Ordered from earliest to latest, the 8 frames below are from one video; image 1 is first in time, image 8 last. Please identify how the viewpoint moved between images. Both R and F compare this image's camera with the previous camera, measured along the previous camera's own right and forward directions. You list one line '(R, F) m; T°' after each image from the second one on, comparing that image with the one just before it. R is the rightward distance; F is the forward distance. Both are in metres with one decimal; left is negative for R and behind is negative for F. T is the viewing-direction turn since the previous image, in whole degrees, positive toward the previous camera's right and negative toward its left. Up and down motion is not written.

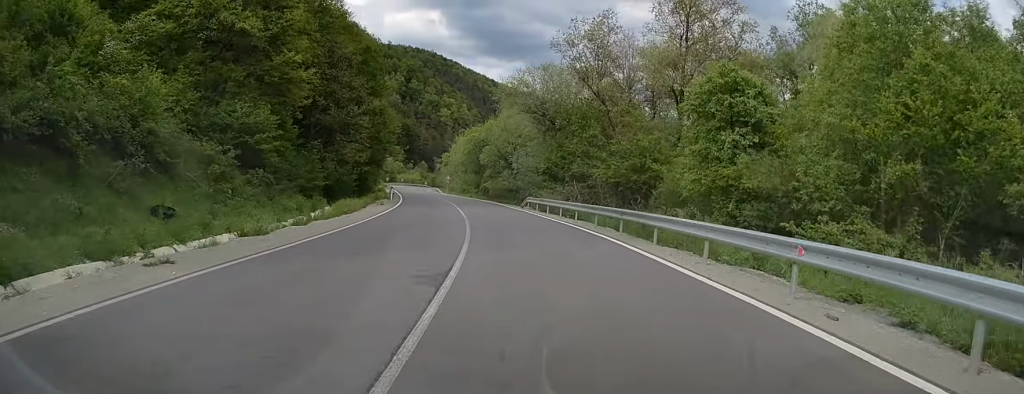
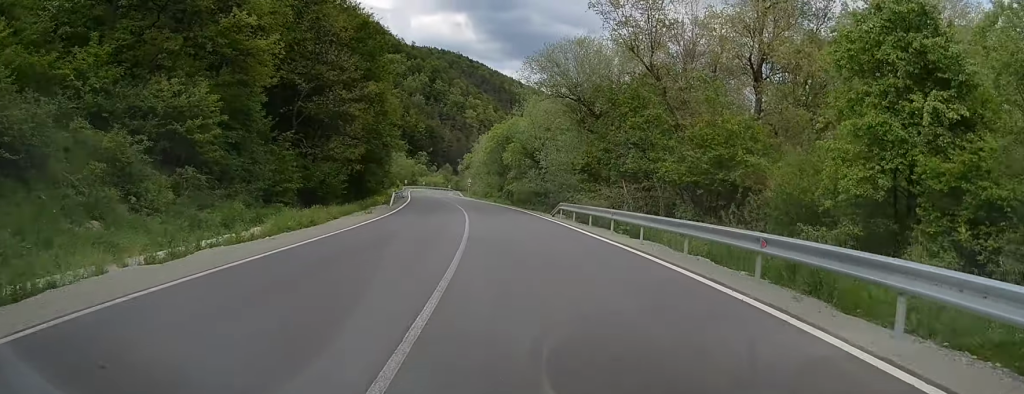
(-0.4, +10.6) m; -2°
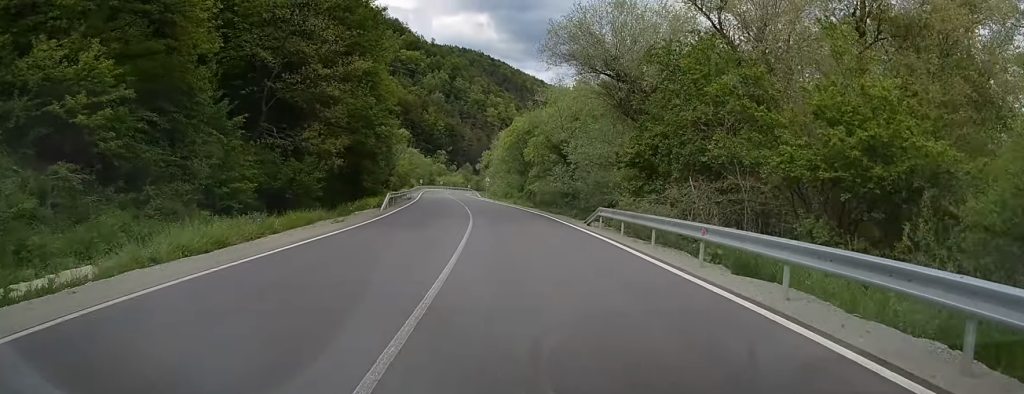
(-0.1, +9.1) m; -2°
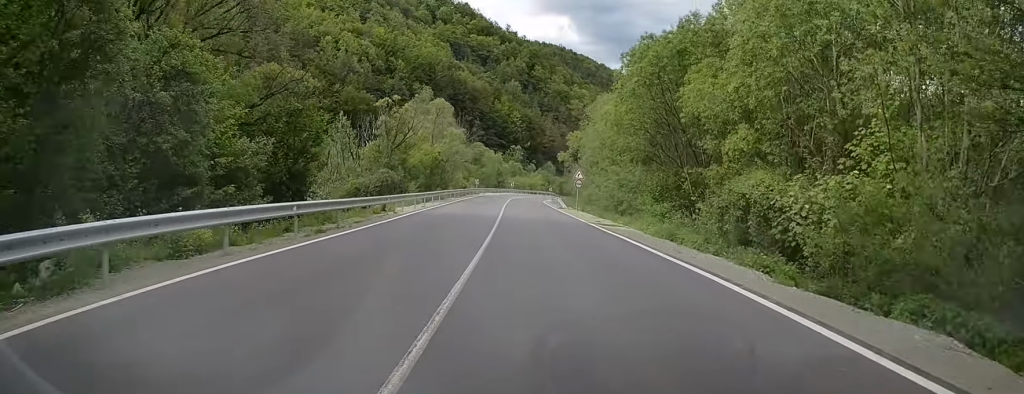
(-2.6, +44.1) m; -7°
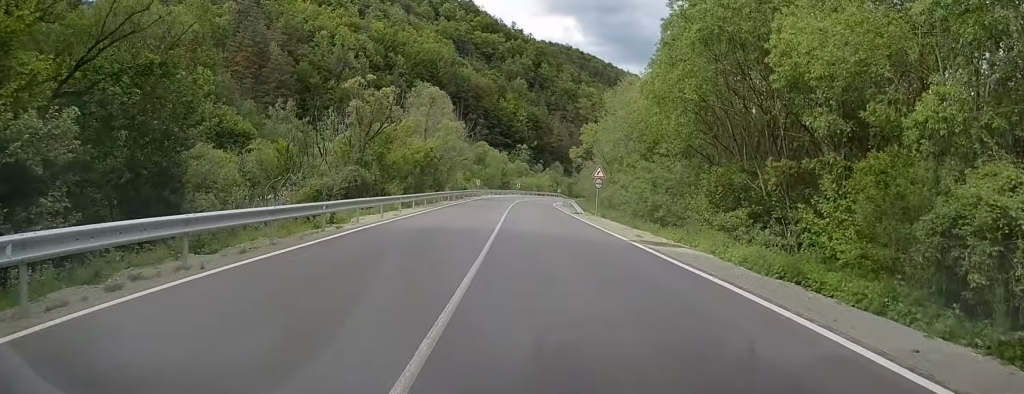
(-0.2, +9.9) m; -1°
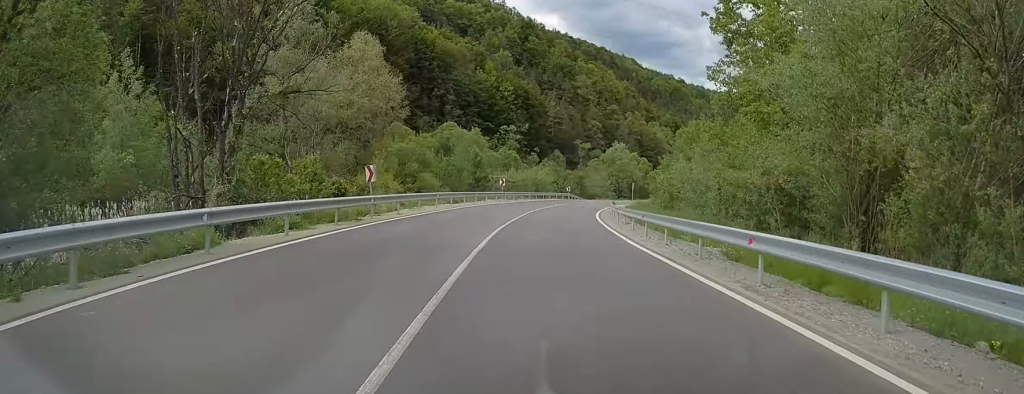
(-0.4, +55.0) m; +1°
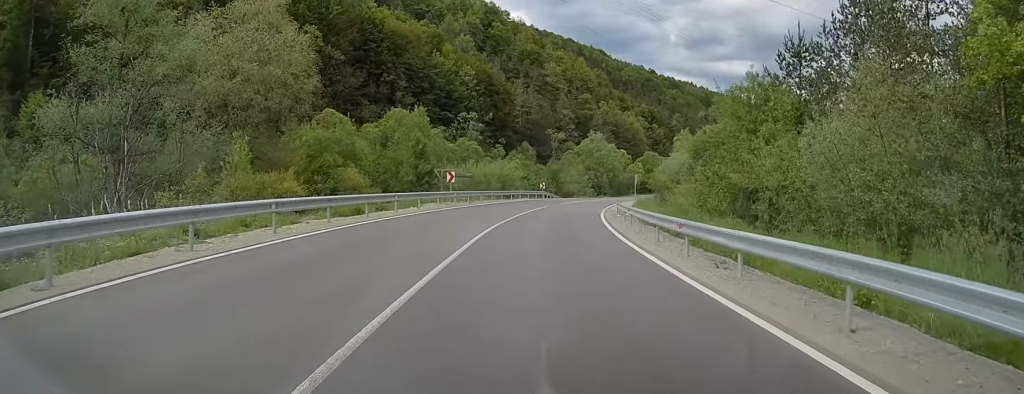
(+0.3, +20.0) m; +3°
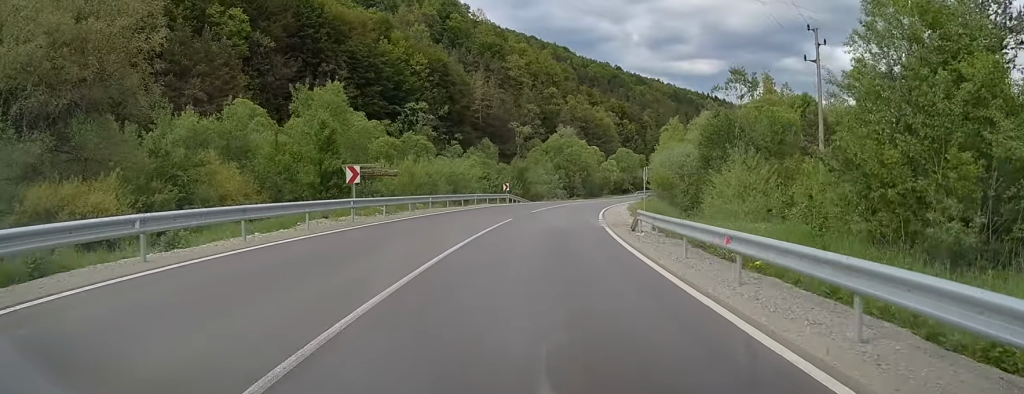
(+0.6, +16.9) m; +3°
